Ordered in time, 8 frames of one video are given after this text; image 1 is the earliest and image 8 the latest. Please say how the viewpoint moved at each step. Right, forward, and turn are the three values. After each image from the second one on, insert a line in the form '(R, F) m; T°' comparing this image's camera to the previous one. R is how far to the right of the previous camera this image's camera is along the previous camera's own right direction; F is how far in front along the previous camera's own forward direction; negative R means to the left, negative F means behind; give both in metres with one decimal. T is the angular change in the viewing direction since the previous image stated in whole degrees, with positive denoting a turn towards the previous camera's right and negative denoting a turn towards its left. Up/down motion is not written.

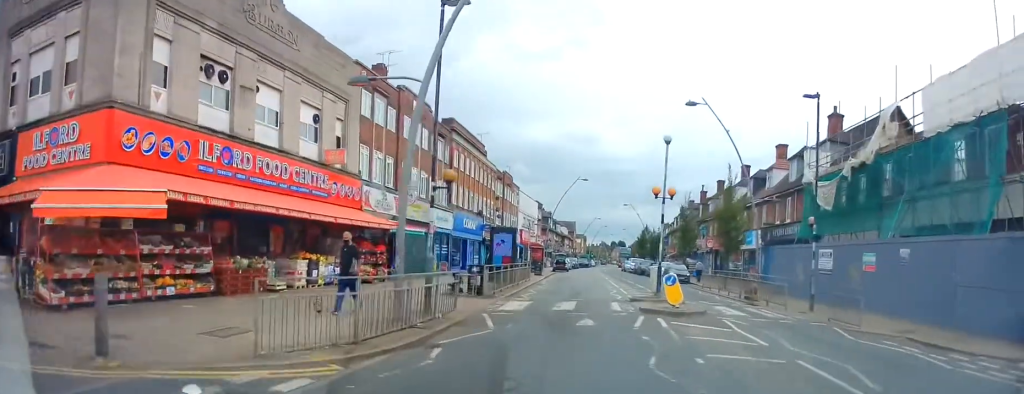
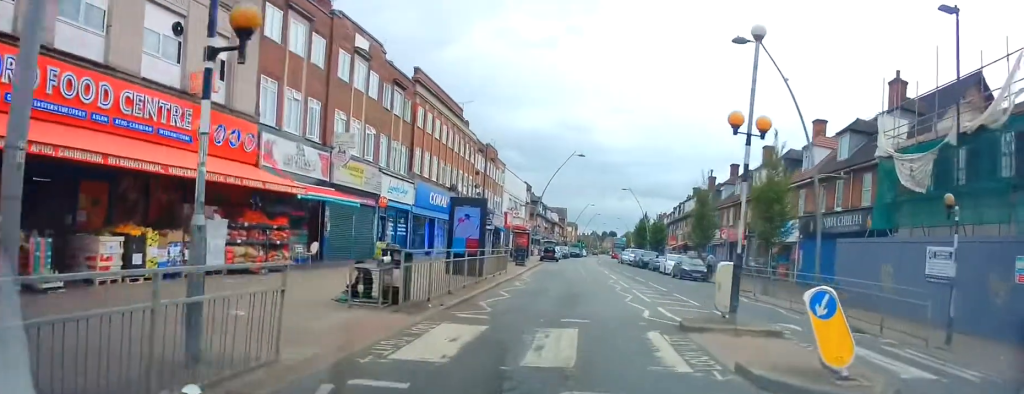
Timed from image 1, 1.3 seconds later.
(+0.4, +8.5) m; -2°
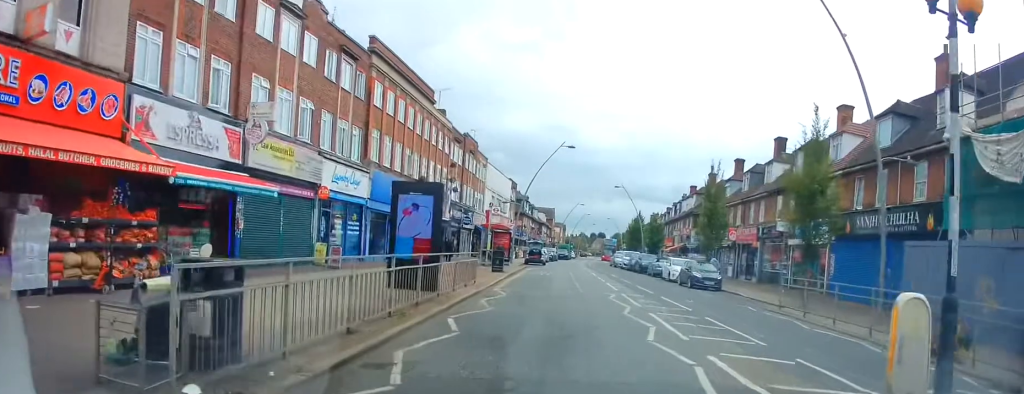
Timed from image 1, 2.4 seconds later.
(-0.4, +6.0) m; -4°
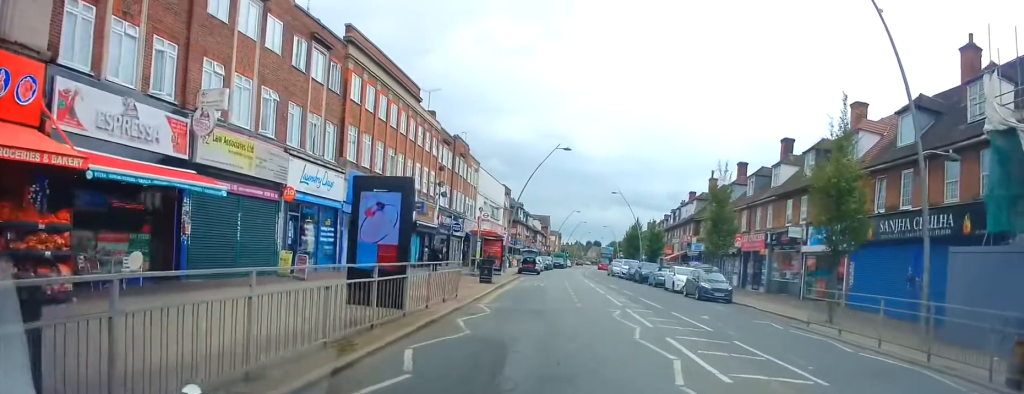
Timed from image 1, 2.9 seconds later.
(-0.2, +2.7) m; 0°
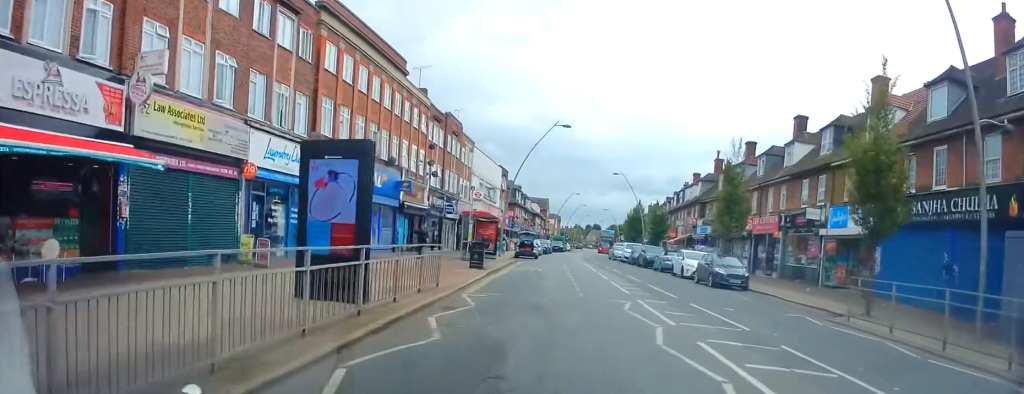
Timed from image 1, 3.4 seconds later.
(+0.2, +2.6) m; +2°
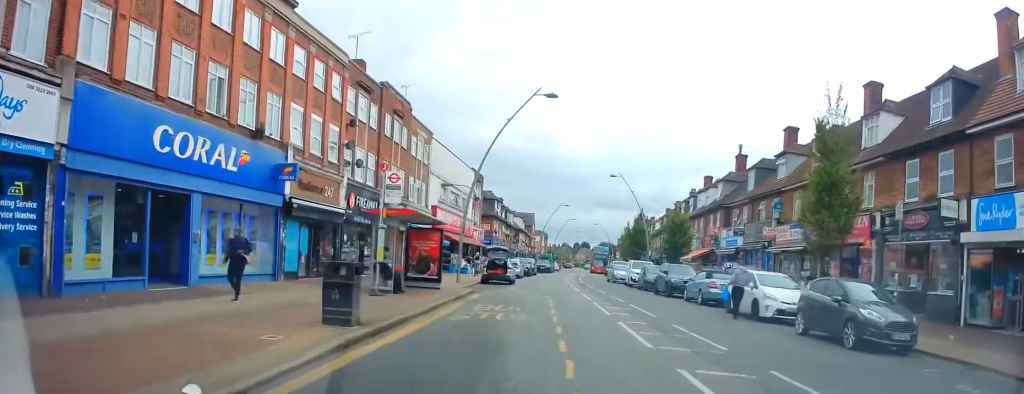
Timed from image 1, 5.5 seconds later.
(+0.9, +13.1) m; +4°
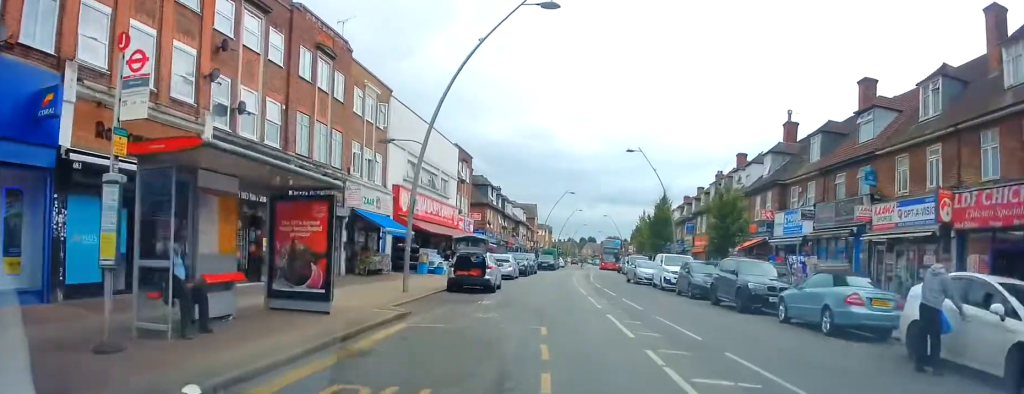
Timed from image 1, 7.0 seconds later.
(-0.5, +10.9) m; -2°
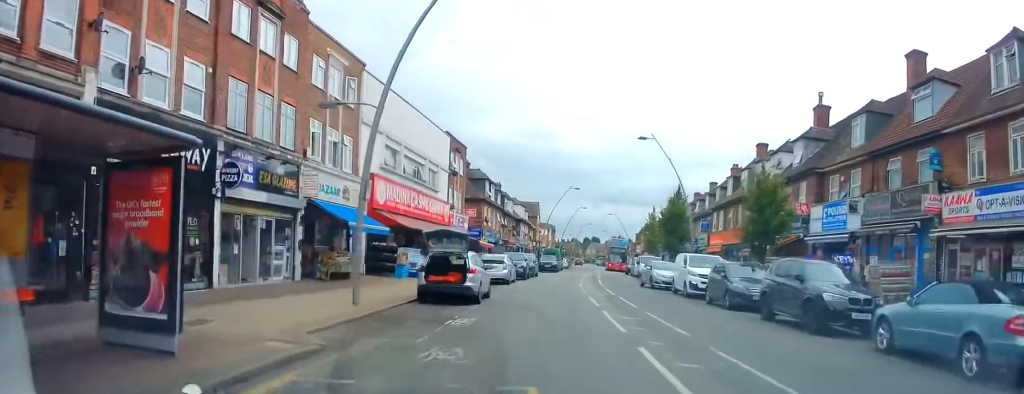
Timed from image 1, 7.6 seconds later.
(+0.3, +5.0) m; +2°
